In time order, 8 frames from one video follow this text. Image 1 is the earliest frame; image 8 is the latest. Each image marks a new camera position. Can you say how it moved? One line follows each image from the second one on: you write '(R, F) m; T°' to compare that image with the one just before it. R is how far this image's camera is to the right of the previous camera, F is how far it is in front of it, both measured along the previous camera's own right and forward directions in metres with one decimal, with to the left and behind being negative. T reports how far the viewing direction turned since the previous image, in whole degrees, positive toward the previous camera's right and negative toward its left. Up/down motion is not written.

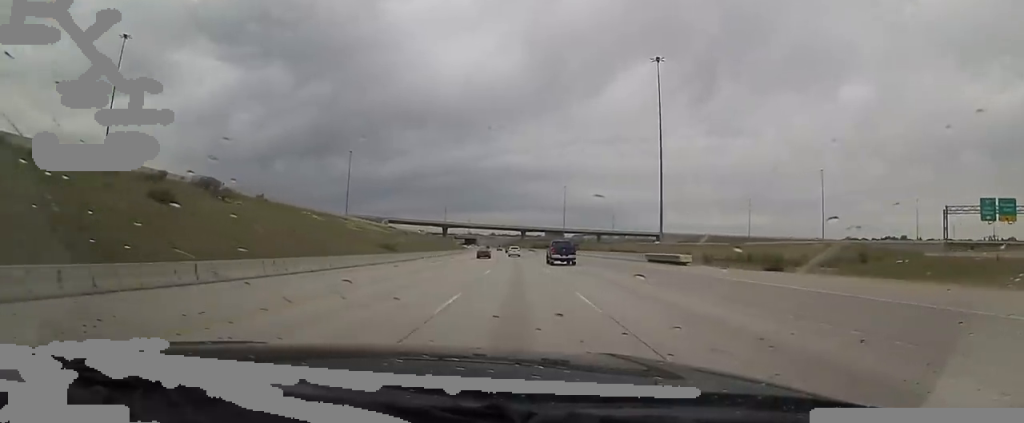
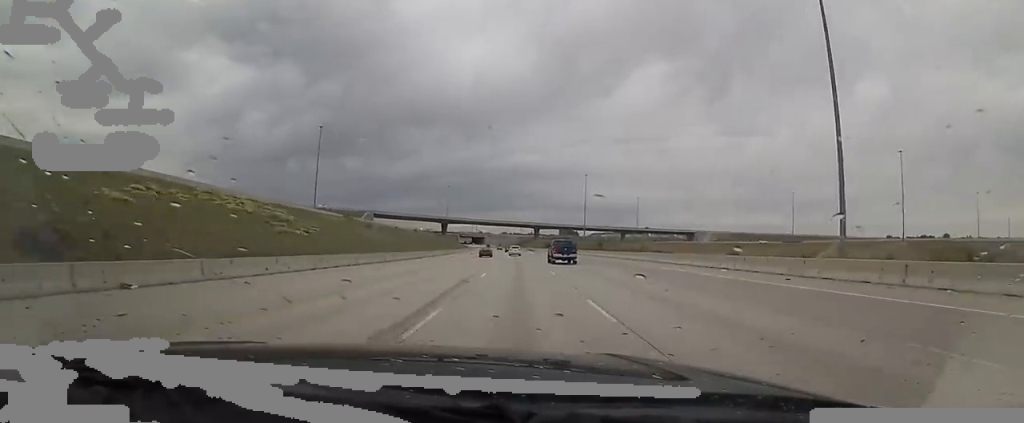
(-1.5, +48.1) m; -2°
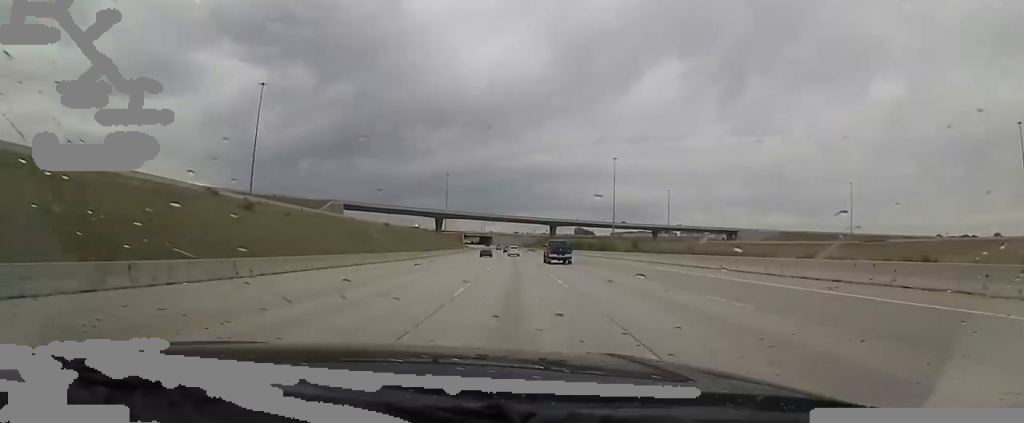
(+0.6, +53.1) m; 0°
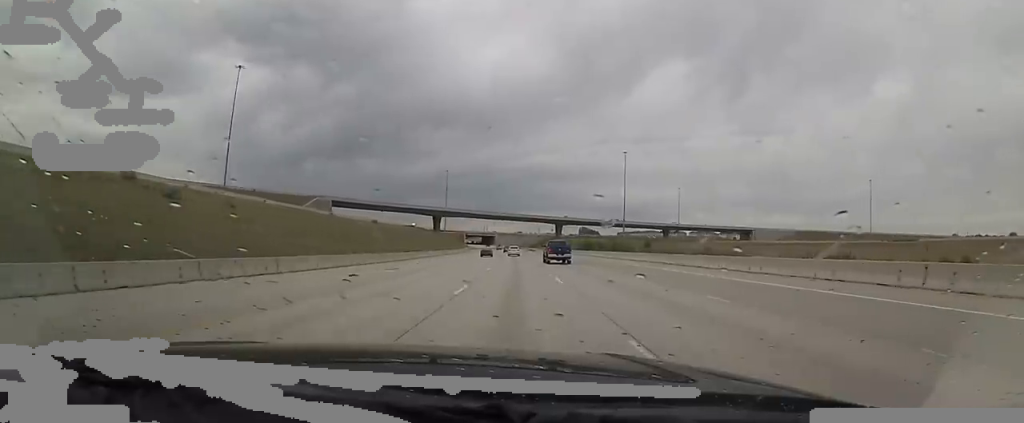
(-0.1, +14.8) m; 0°
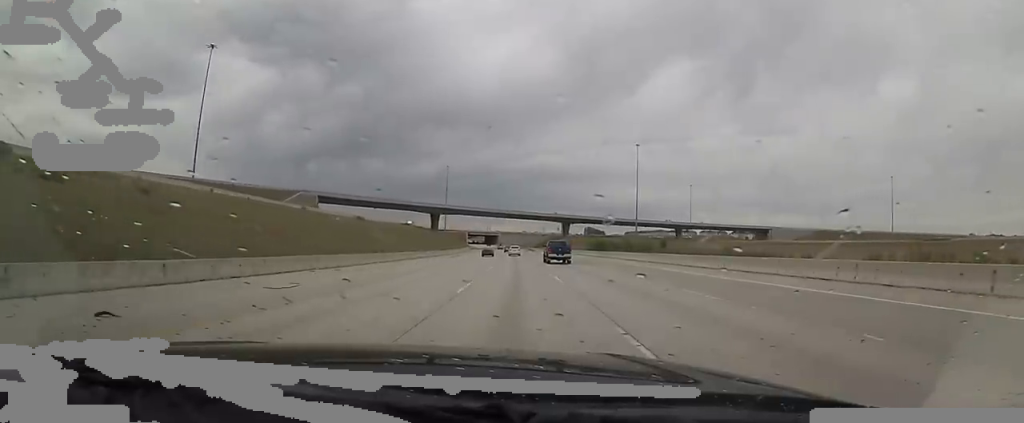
(-0.1, +14.9) m; -1°
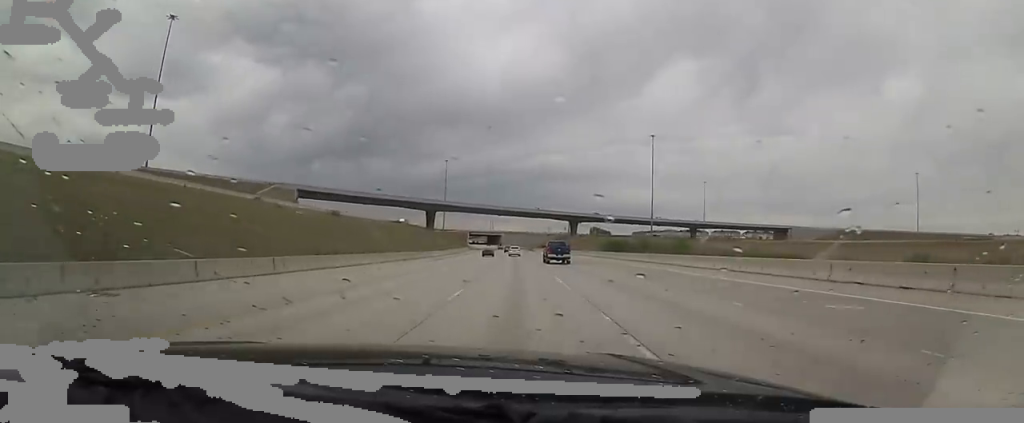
(-0.1, +16.7) m; -1°
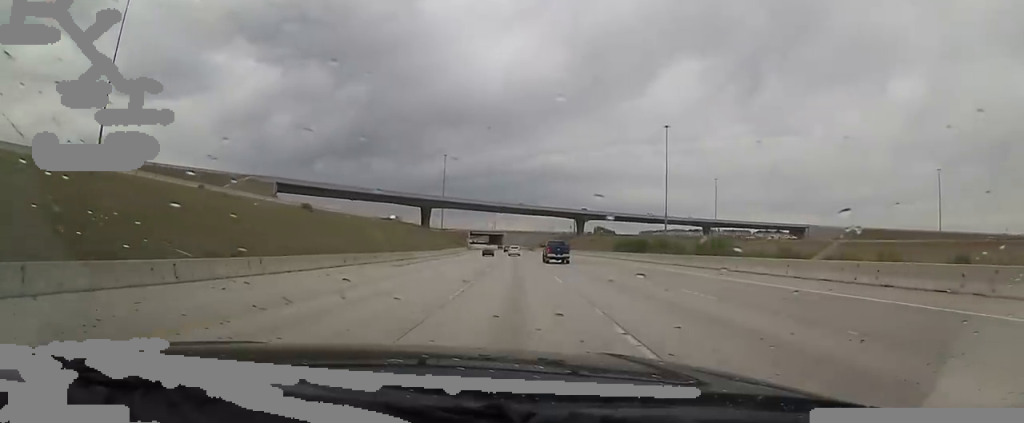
(+0.1, +13.4) m; -1°
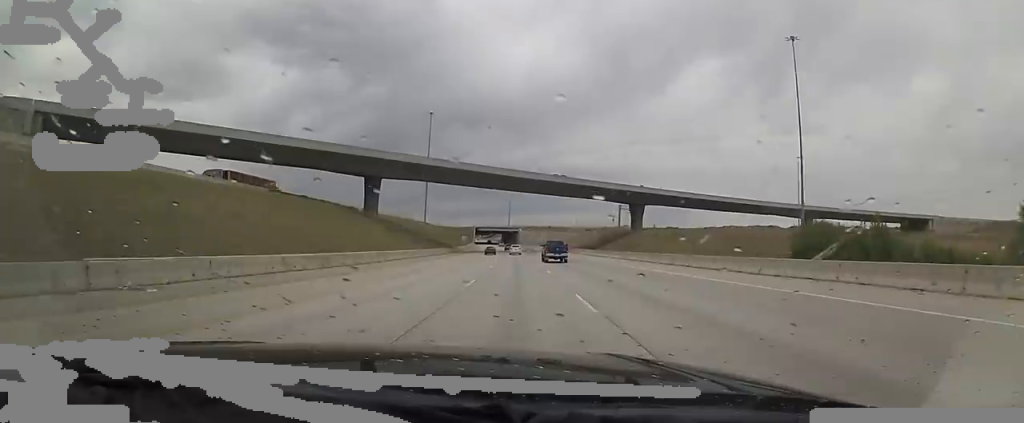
(-2.3, +70.6) m; -1°
